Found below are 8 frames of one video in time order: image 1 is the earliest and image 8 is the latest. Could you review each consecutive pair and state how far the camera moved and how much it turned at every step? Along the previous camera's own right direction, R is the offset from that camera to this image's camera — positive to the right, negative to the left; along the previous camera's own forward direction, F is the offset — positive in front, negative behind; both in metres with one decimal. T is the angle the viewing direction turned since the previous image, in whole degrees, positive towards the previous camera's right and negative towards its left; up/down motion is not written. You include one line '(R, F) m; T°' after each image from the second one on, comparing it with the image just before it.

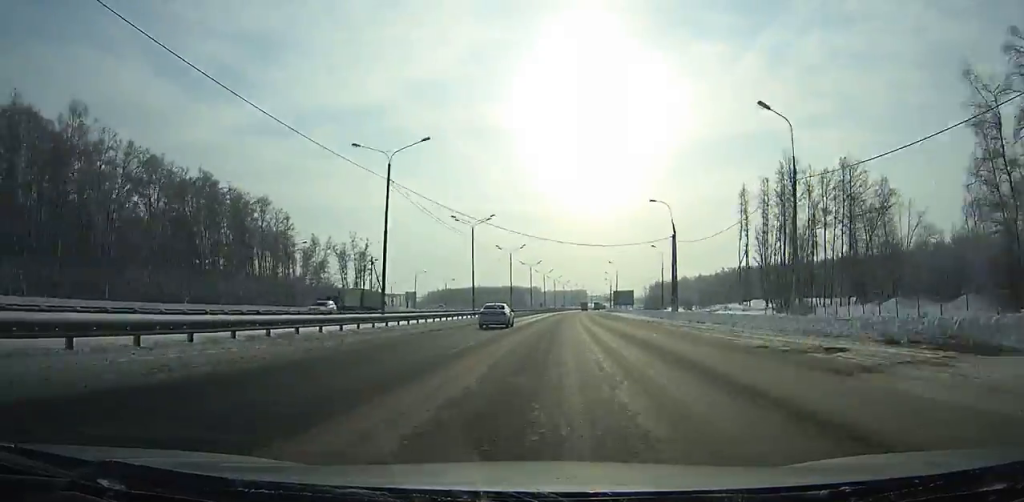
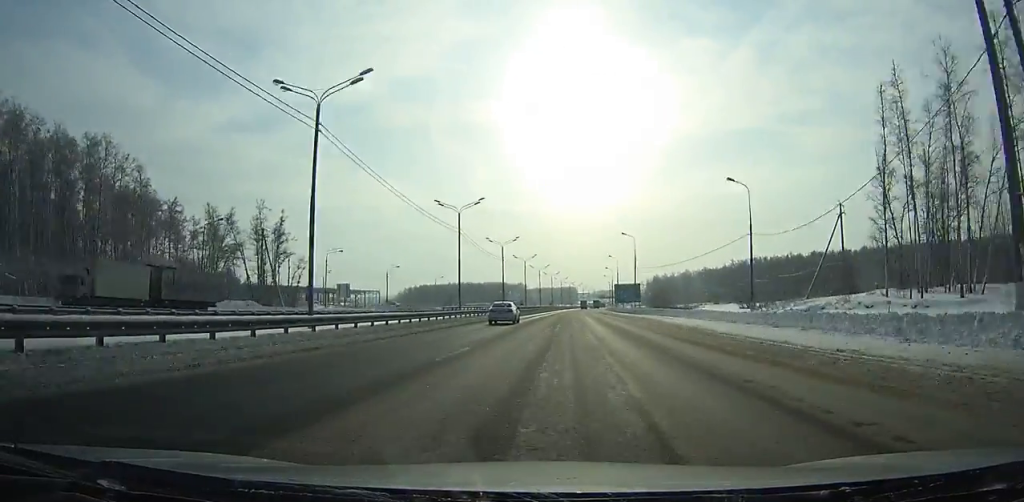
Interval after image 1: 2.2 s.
(+0.4, +51.5) m; +1°
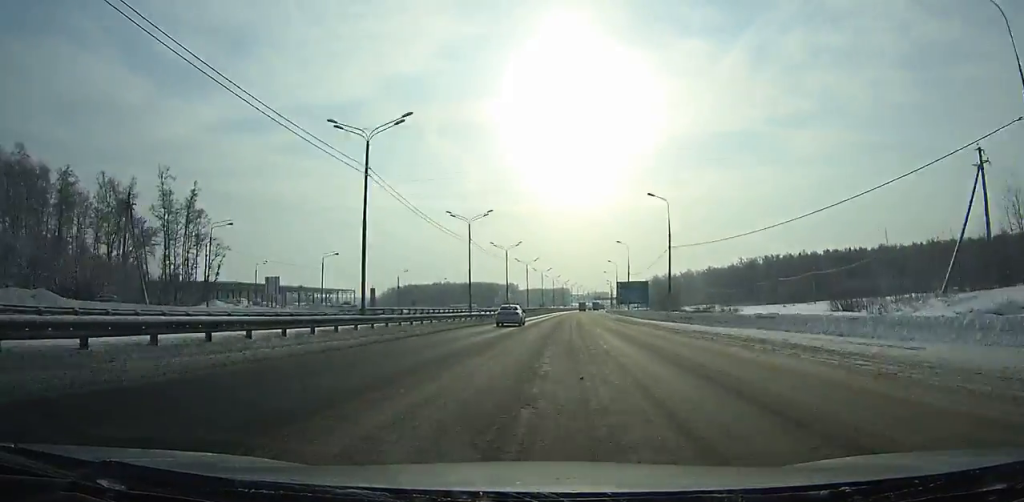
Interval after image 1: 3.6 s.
(0.0, +32.8) m; +1°
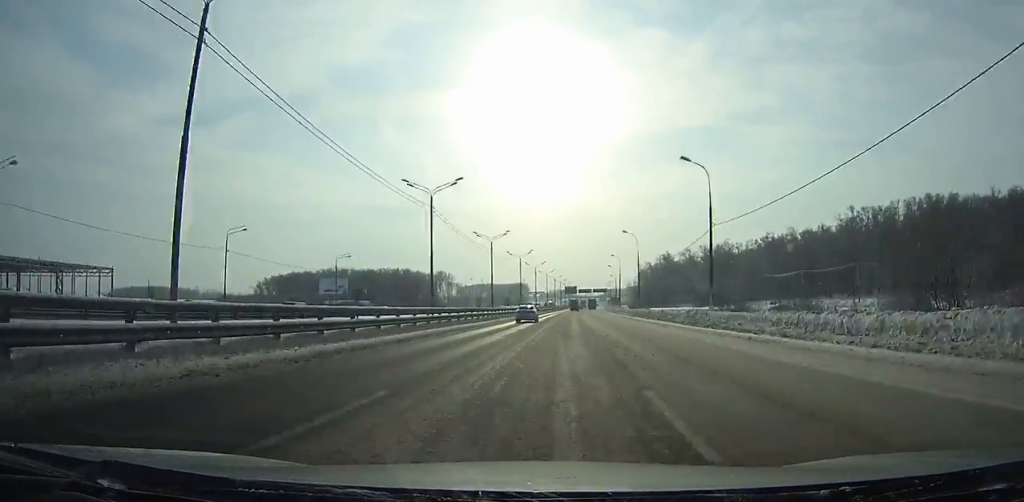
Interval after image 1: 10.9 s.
(+6.1, +172.9) m; +4°
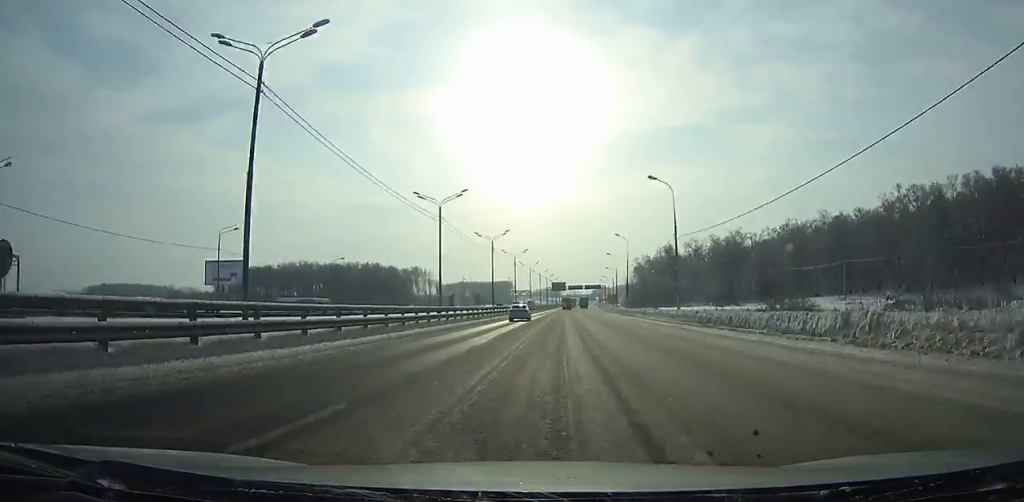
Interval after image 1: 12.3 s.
(+0.3, +33.6) m; +1°
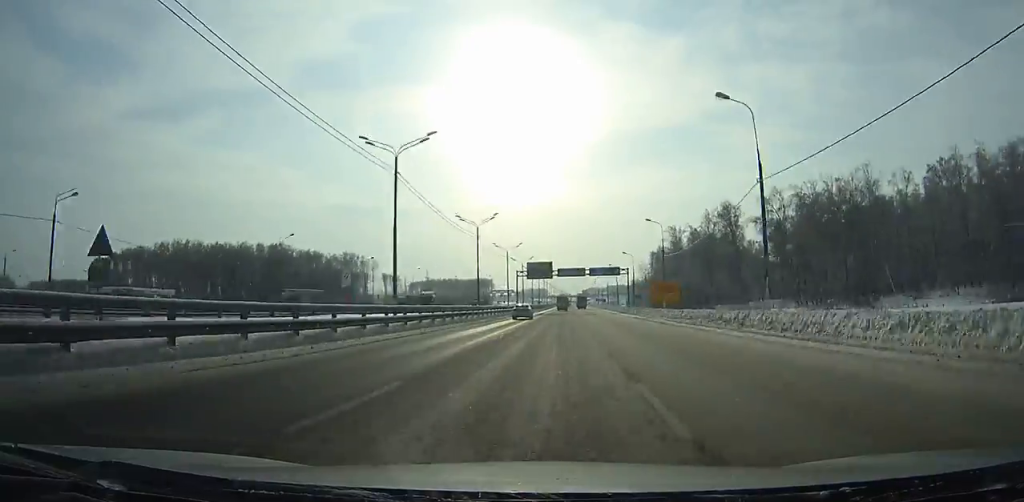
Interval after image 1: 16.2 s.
(+1.0, +94.7) m; +1°
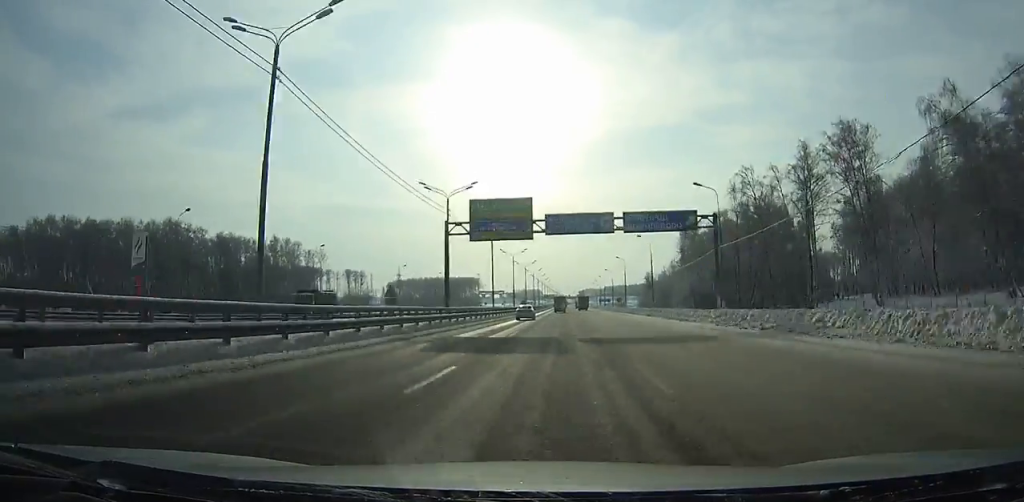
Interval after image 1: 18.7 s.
(+0.7, +61.6) m; +1°
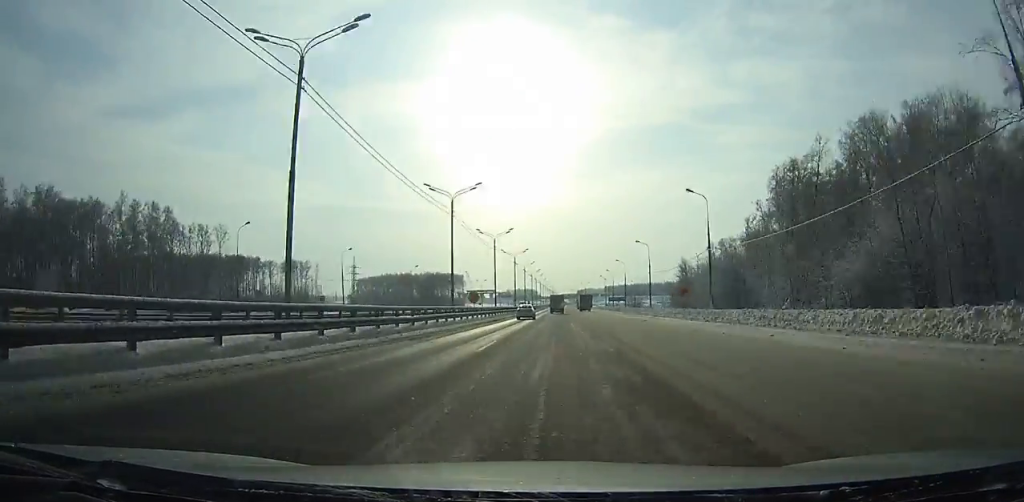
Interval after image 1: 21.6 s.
(+0.4, +71.9) m; 0°
